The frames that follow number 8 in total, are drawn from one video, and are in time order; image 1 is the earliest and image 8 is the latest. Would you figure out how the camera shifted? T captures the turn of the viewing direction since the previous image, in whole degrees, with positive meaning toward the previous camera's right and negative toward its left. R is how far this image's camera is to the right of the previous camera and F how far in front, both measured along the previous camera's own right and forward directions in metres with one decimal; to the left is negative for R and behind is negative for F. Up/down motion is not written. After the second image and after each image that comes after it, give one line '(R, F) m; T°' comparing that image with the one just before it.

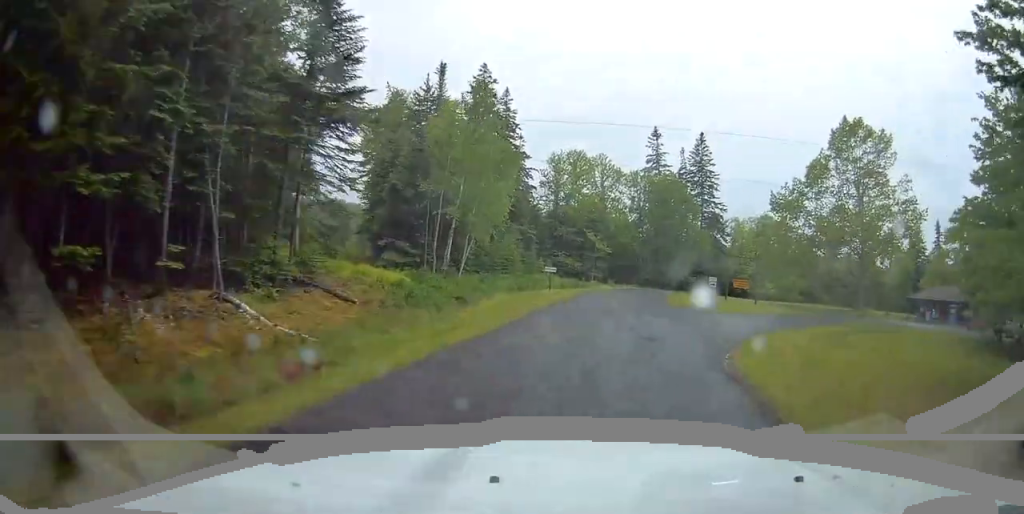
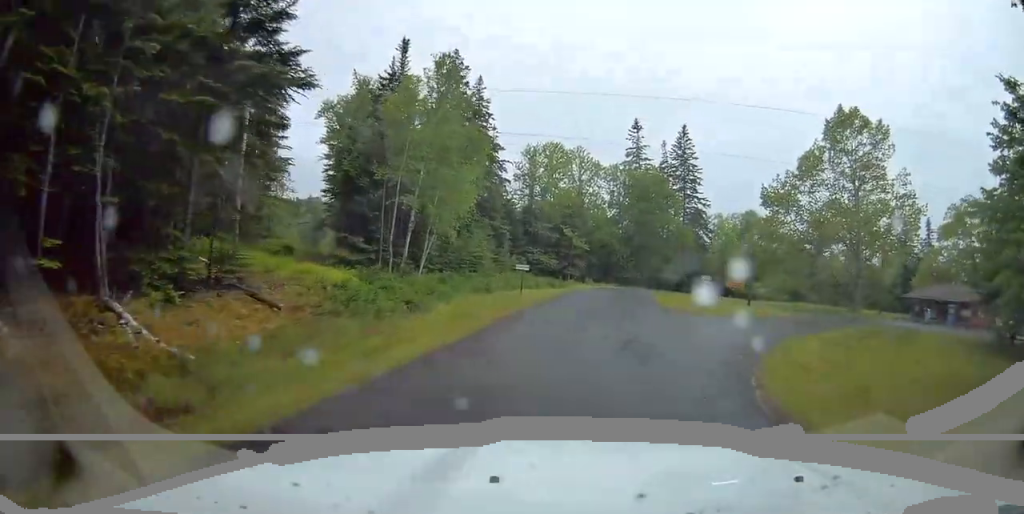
(+0.1, +3.9) m; +4°
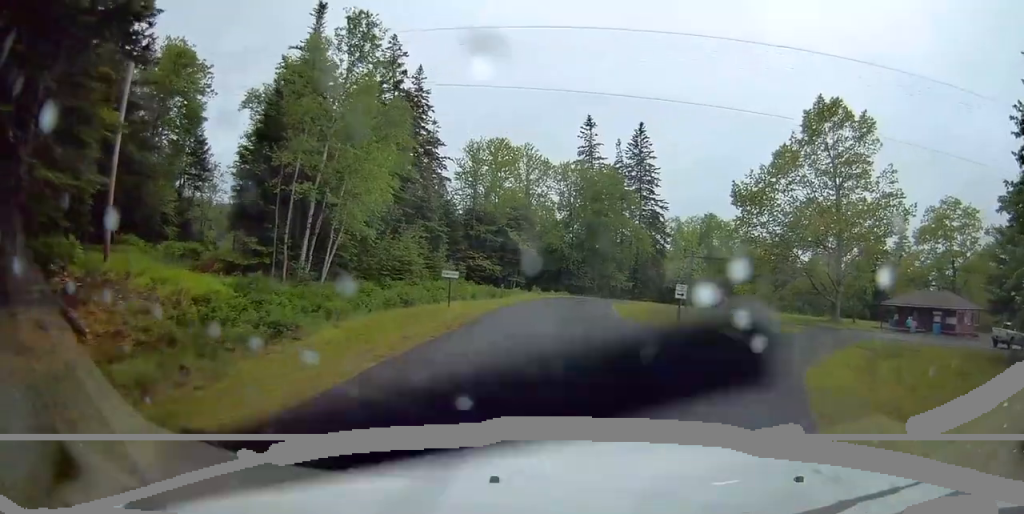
(+0.4, +5.9) m; +7°
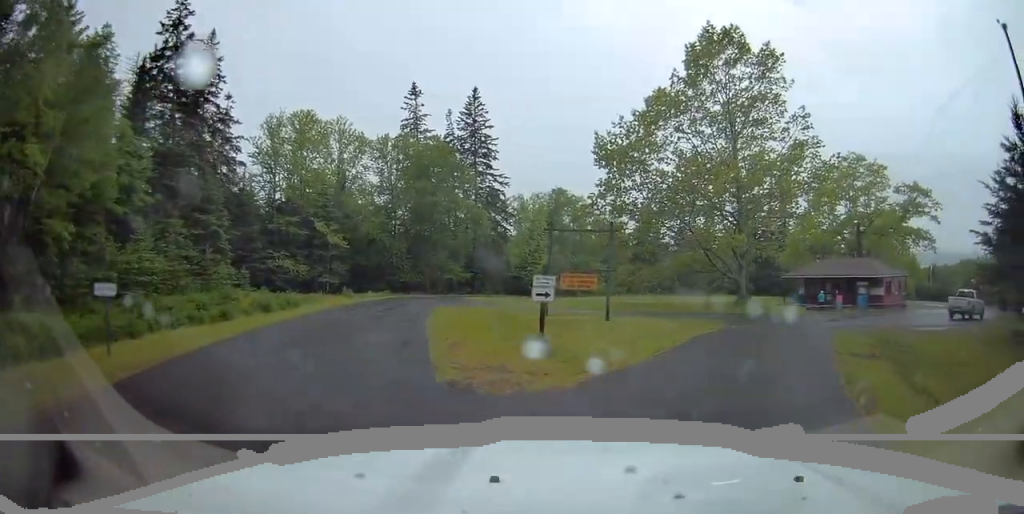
(+1.8, +11.9) m; +17°
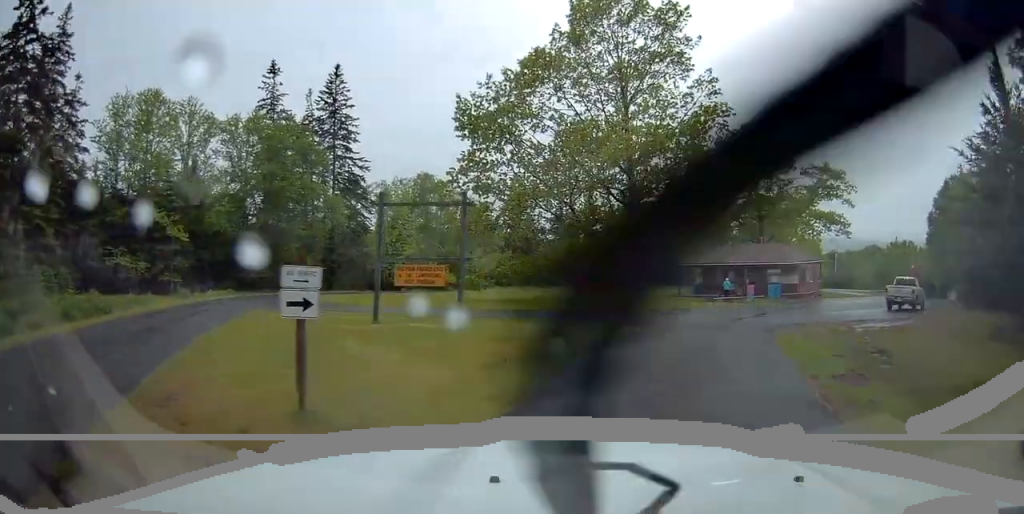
(+0.4, +6.0) m; +6°
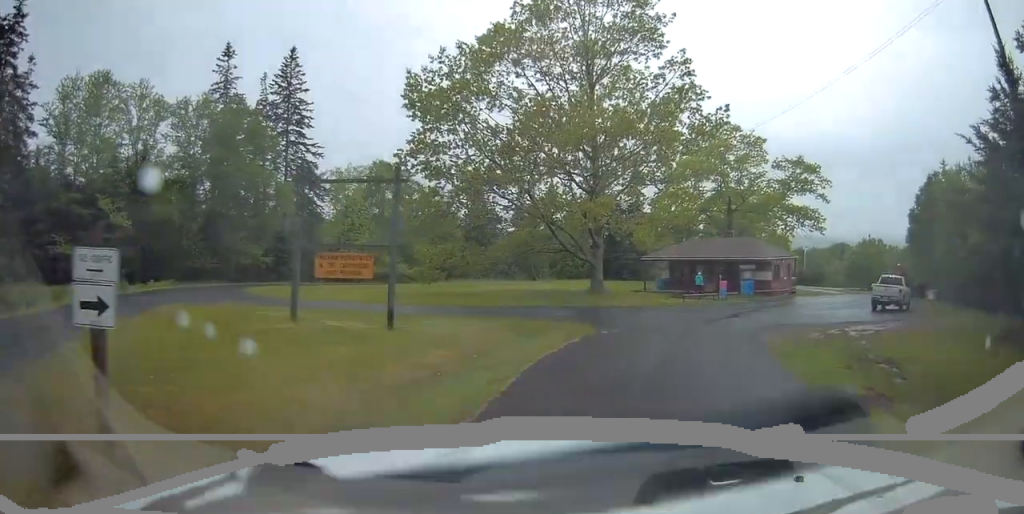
(+0.1, +2.5) m; +2°
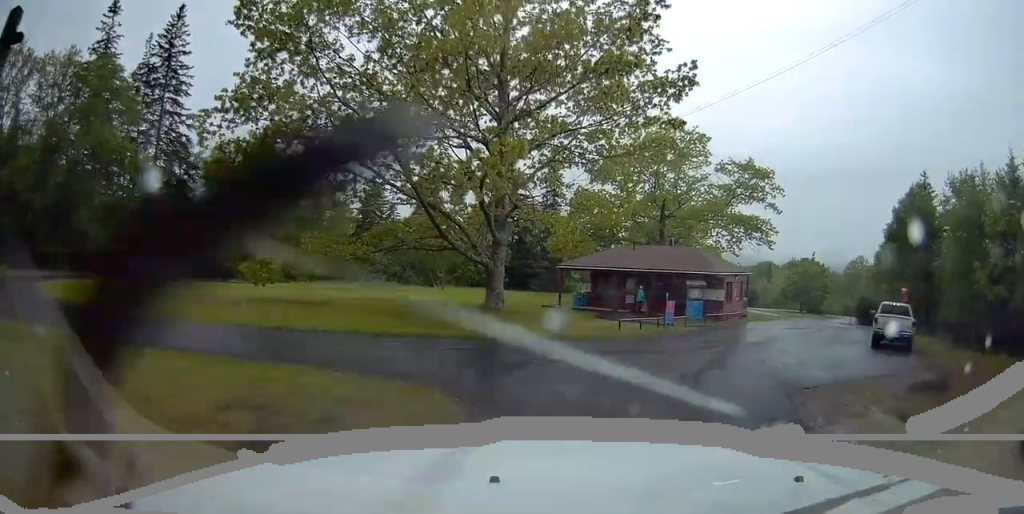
(+1.0, +8.9) m; +16°
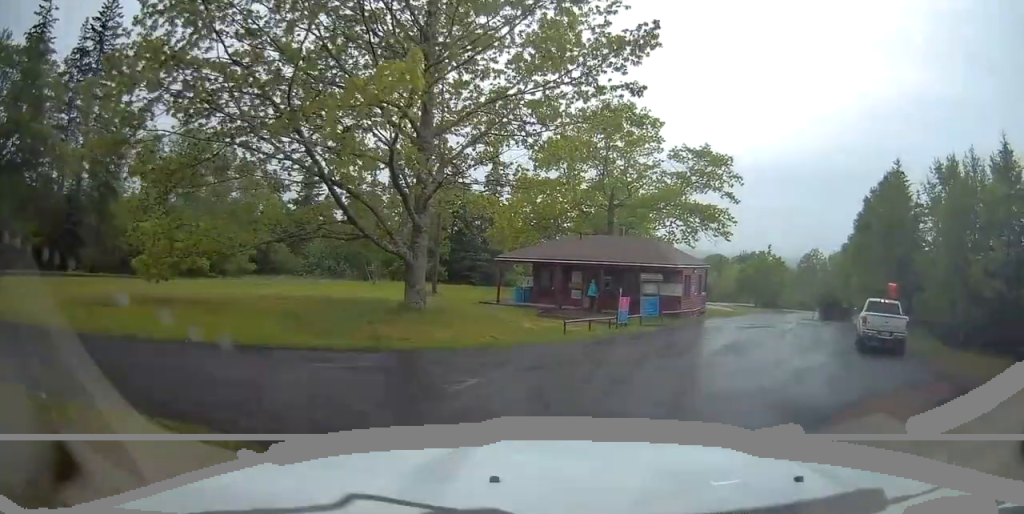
(+0.3, +3.7) m; +7°
